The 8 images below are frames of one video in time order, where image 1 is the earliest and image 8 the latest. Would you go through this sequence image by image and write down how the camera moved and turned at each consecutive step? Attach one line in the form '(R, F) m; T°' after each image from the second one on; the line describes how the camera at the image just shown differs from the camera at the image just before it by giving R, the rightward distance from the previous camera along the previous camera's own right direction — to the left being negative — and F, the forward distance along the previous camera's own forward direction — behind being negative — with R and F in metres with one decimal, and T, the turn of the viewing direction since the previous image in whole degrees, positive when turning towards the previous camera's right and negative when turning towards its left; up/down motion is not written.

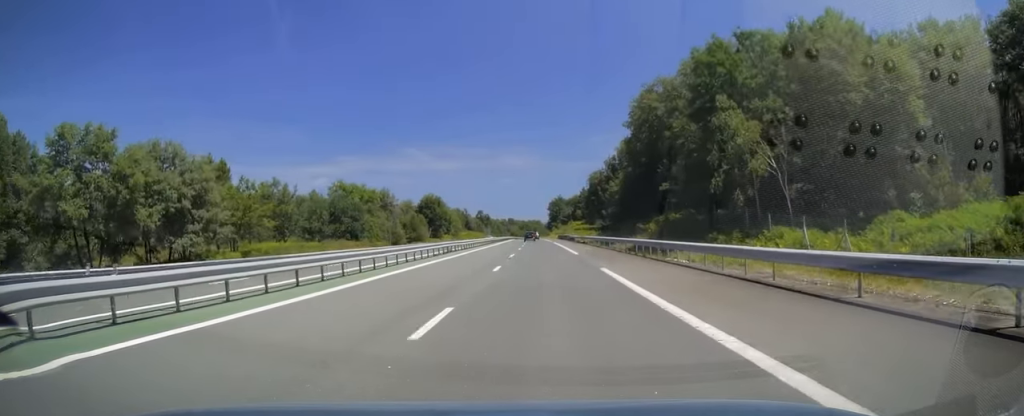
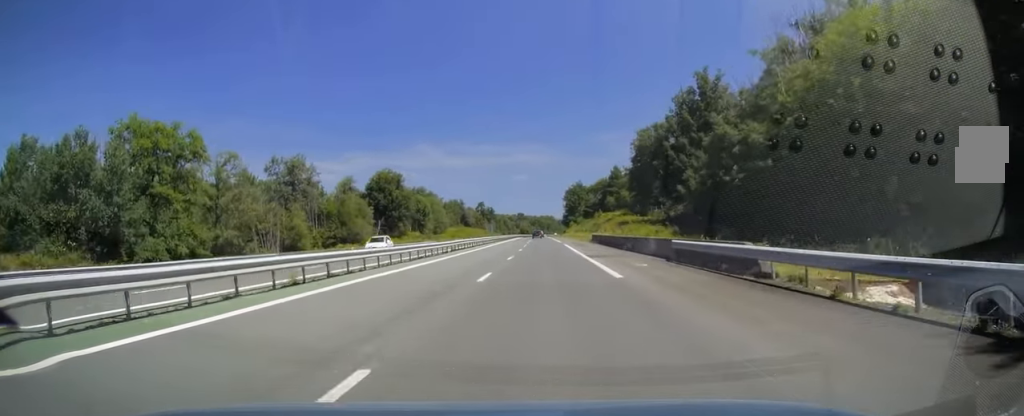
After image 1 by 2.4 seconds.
(-0.6, +69.8) m; -1°
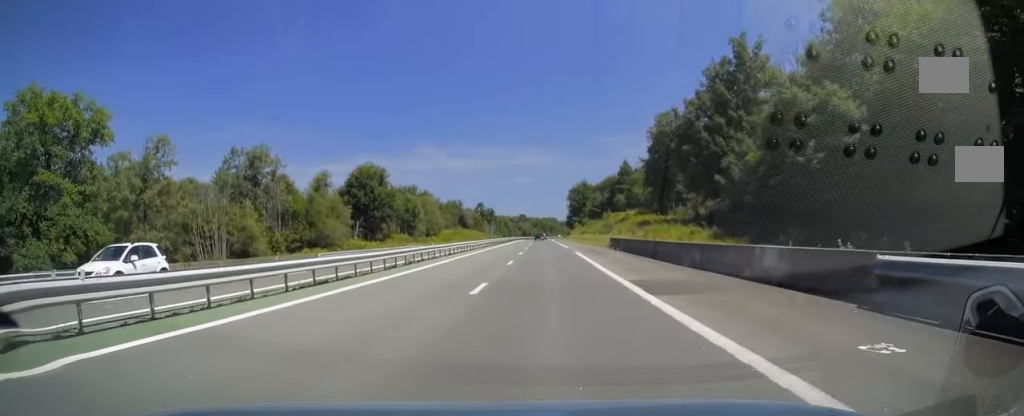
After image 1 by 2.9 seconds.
(0.0, +15.3) m; 0°
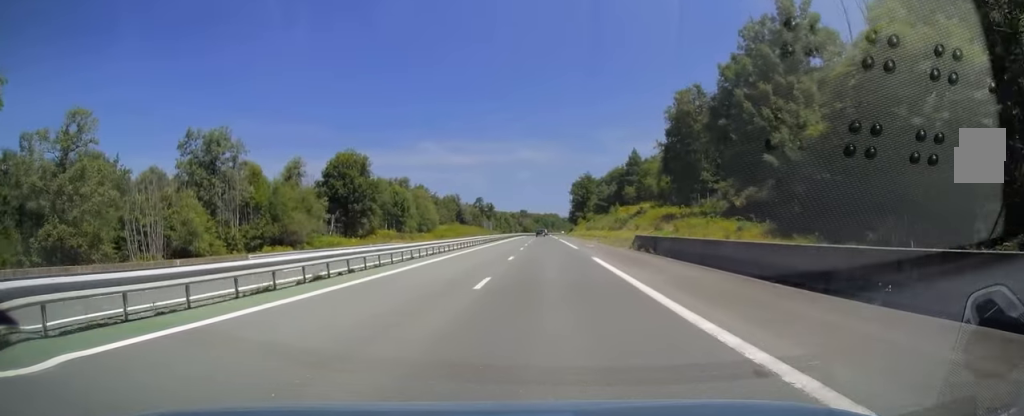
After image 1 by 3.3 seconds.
(0.0, +12.9) m; 0°
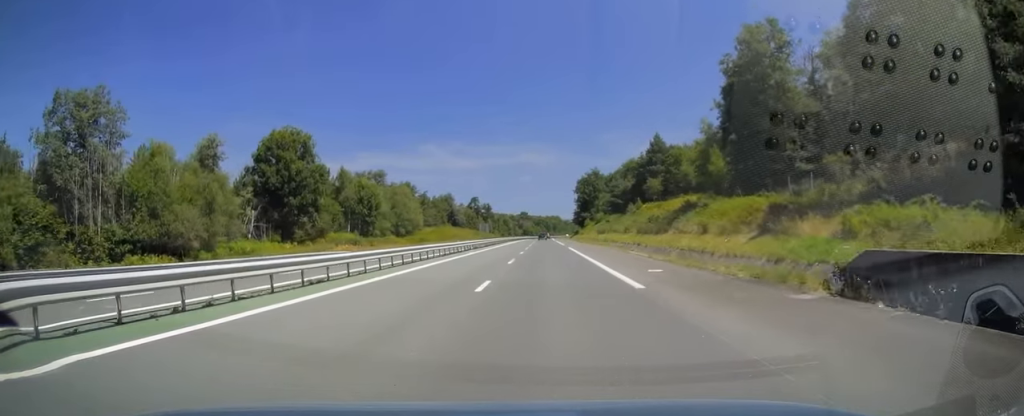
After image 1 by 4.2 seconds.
(-0.1, +26.2) m; 0°
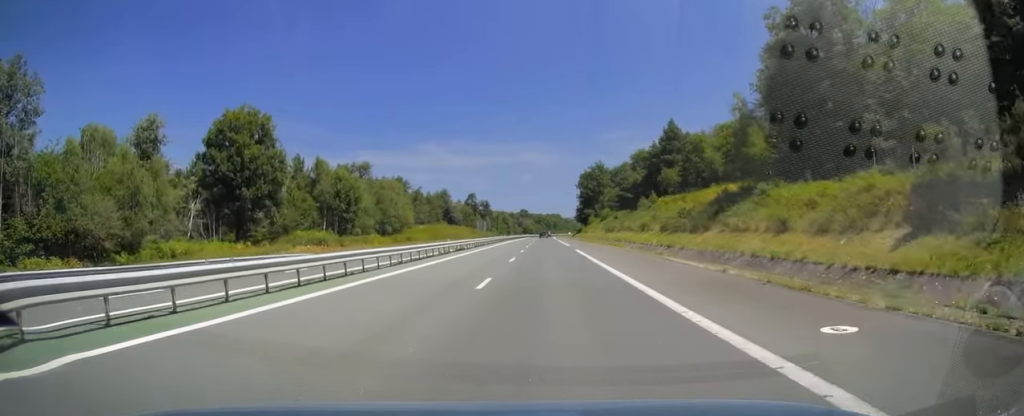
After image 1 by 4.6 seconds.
(0.0, +12.3) m; 0°
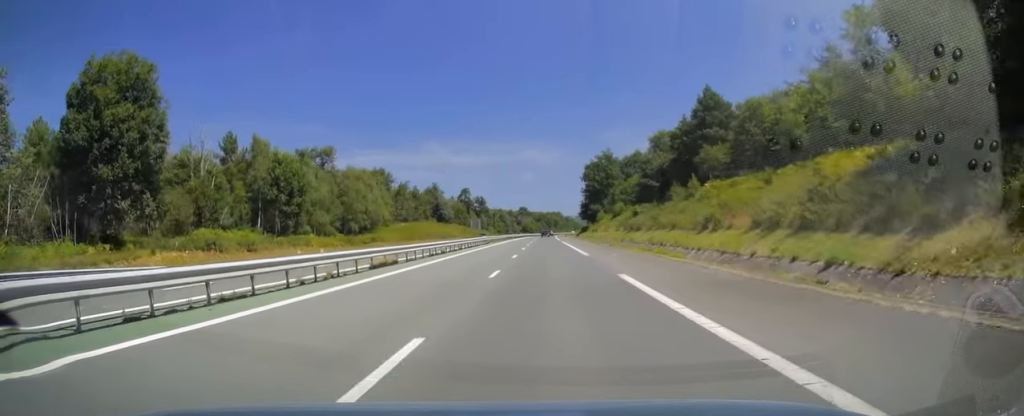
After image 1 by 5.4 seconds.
(0.0, +22.7) m; 0°
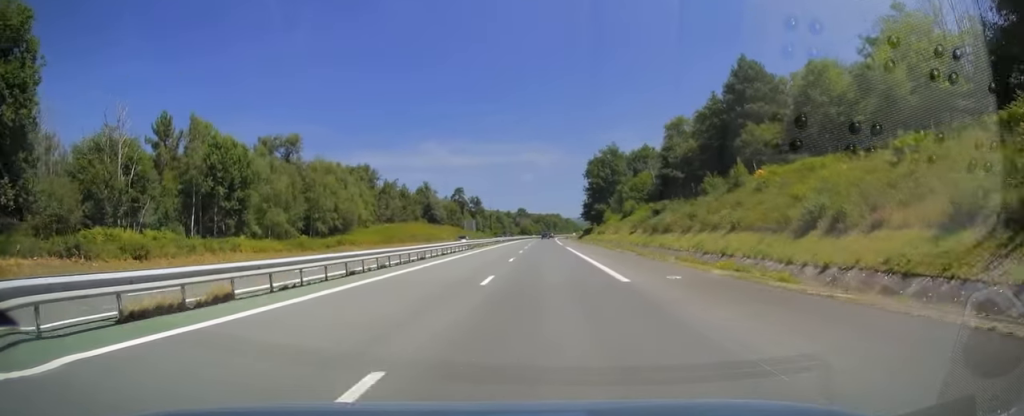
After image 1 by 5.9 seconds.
(0.0, +14.8) m; 0°
